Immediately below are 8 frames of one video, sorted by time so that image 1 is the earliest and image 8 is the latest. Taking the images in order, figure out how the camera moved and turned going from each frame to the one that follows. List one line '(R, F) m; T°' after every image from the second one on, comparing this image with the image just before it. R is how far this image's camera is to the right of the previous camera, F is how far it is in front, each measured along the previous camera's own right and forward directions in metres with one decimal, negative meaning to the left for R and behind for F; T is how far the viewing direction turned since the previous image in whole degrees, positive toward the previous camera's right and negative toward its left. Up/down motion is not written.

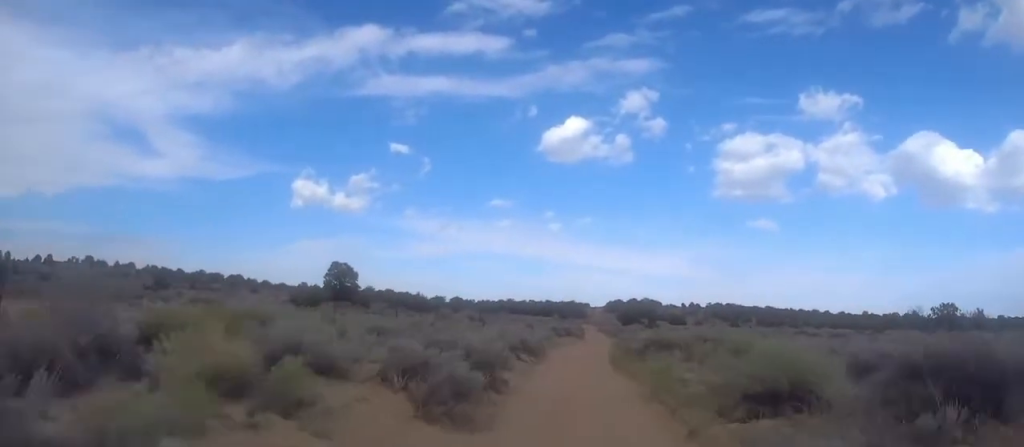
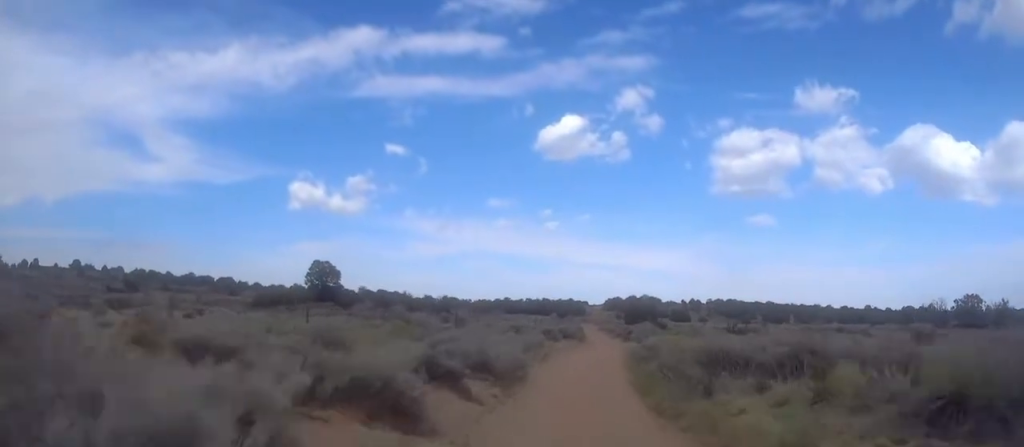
(-0.1, +10.7) m; 0°
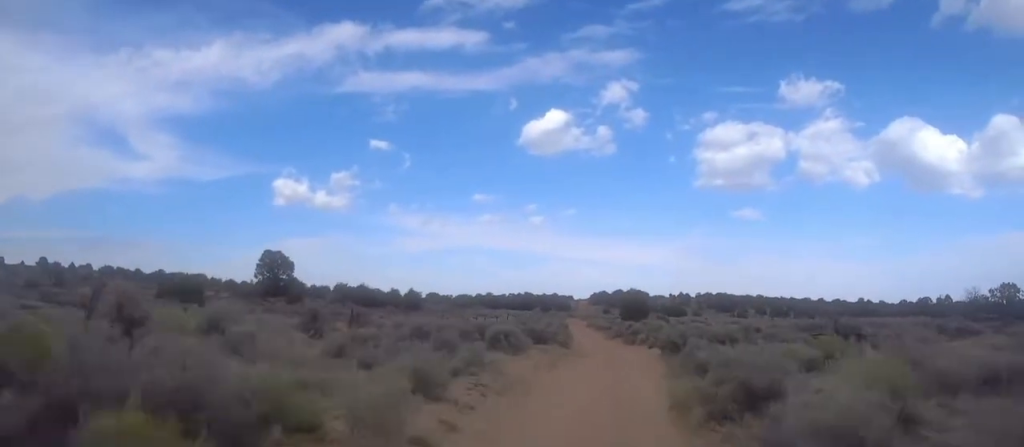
(0.0, +18.2) m; +2°
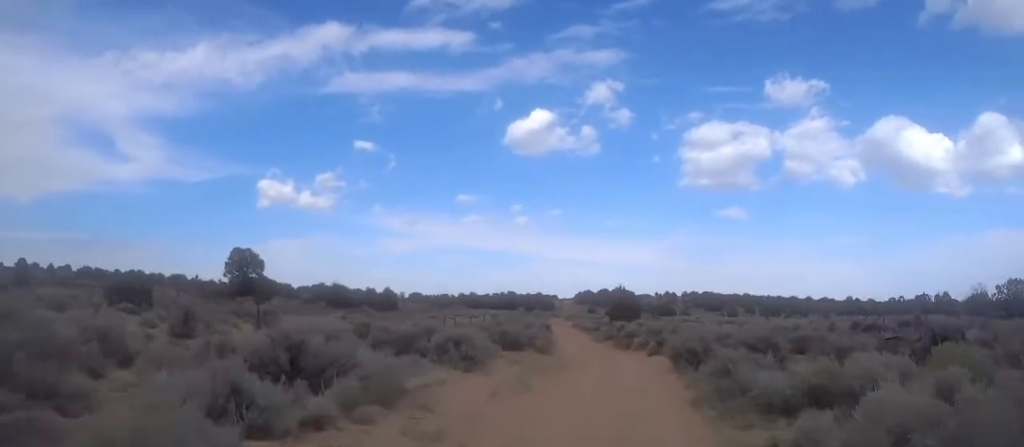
(+0.1, +7.0) m; +1°
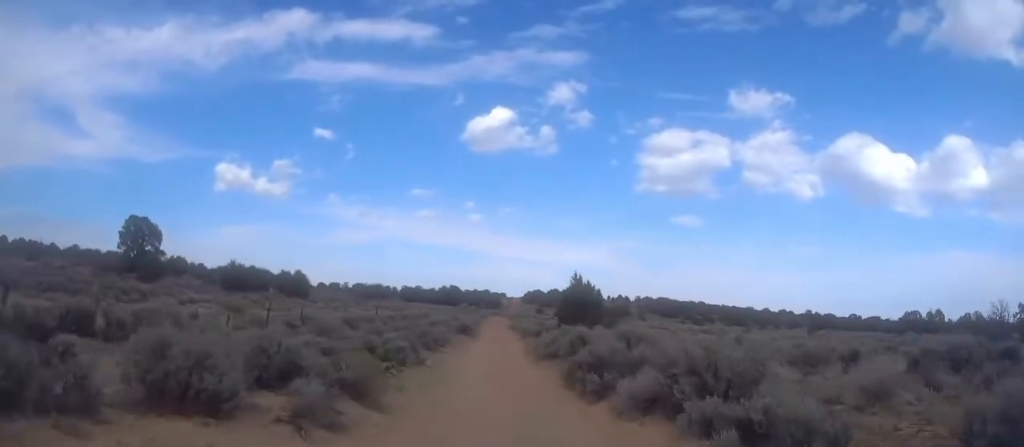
(+0.4, +21.3) m; -1°
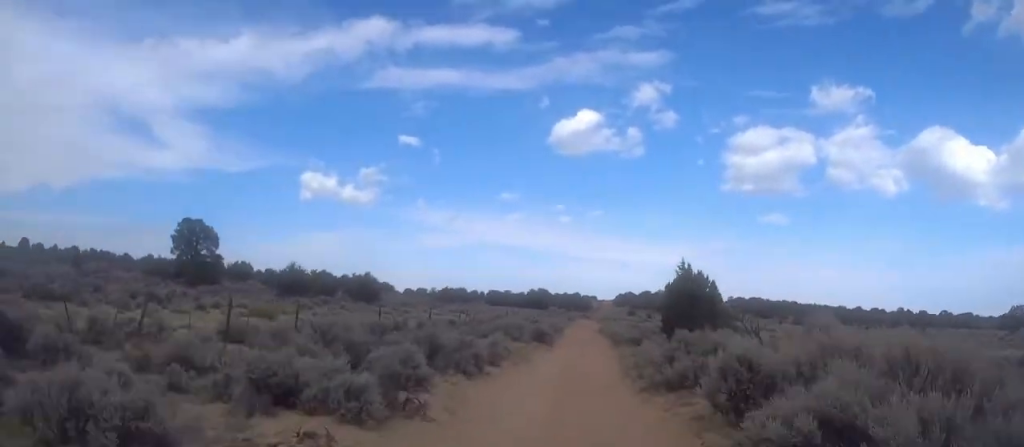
(-0.3, +10.5) m; -1°
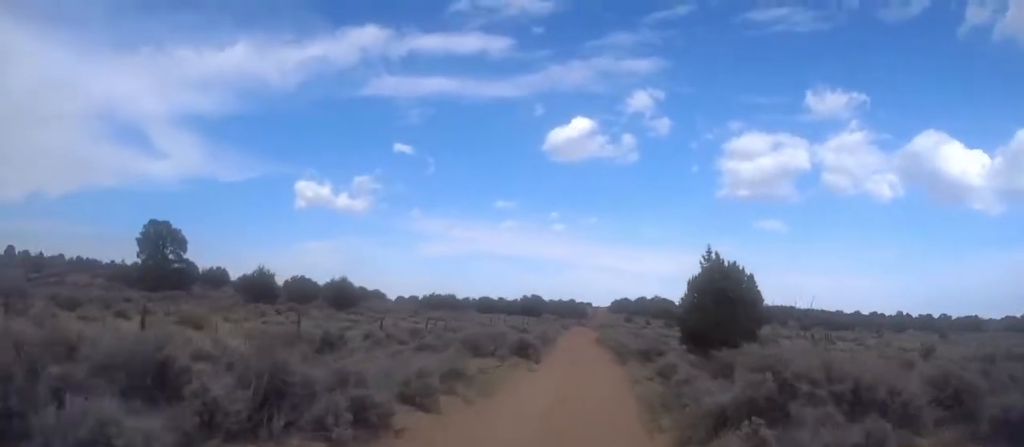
(-0.1, +8.4) m; -1°
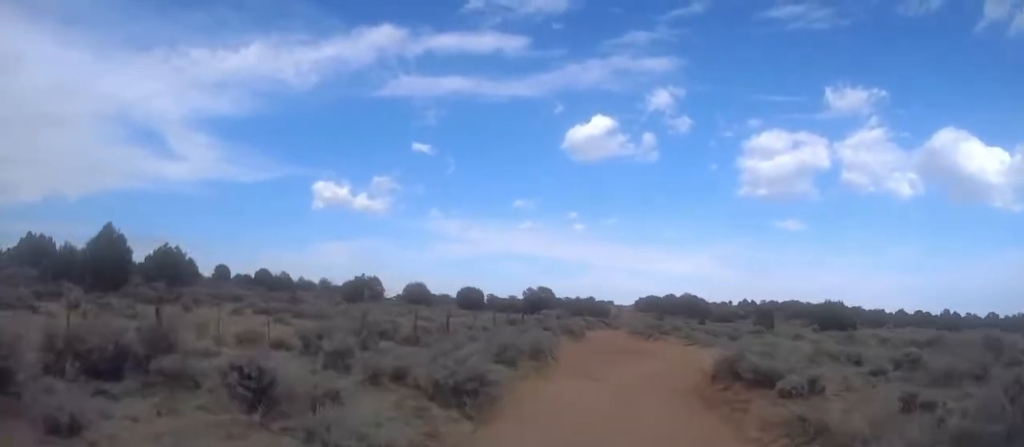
(-1.9, +52.5) m; -2°
